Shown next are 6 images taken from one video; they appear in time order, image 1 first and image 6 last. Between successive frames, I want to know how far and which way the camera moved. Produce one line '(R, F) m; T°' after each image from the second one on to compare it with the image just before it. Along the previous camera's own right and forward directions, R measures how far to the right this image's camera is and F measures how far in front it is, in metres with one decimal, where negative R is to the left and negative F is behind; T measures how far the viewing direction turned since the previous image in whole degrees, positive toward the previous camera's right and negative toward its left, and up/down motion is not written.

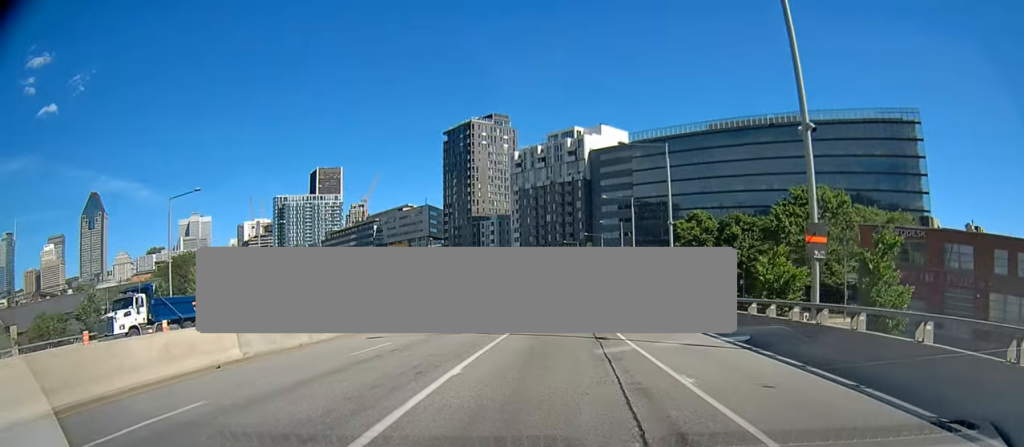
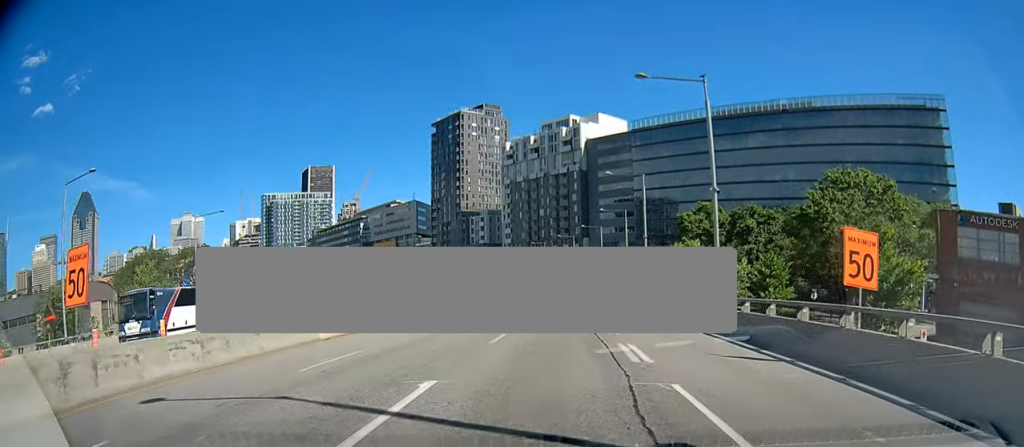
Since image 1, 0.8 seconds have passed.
(+0.1, +11.3) m; 0°
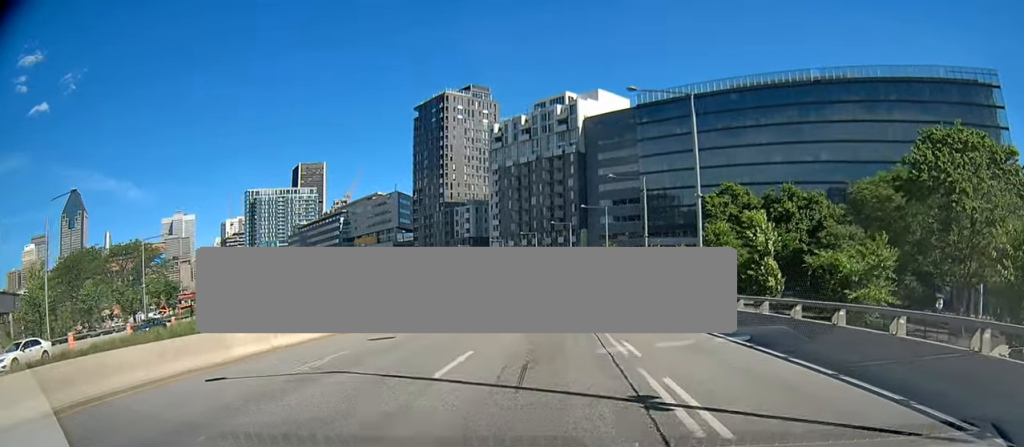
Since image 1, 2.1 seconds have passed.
(-0.1, +19.0) m; 0°
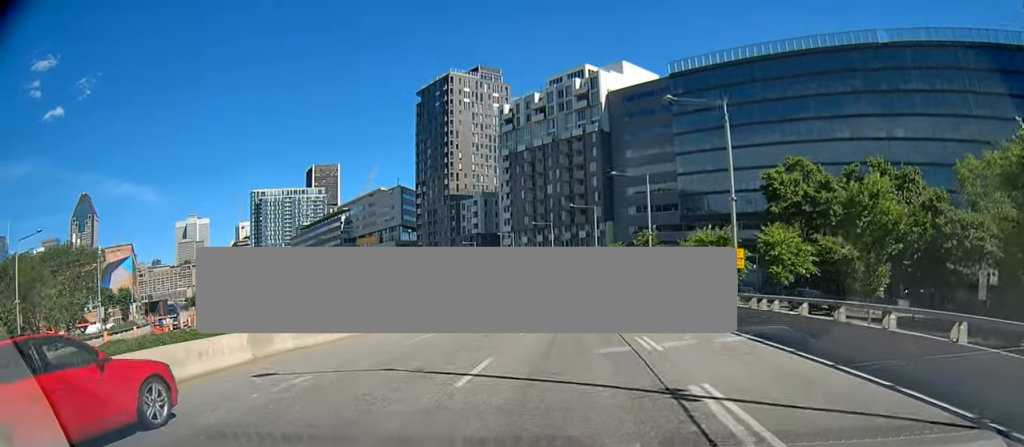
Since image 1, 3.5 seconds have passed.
(0.0, +20.9) m; -2°
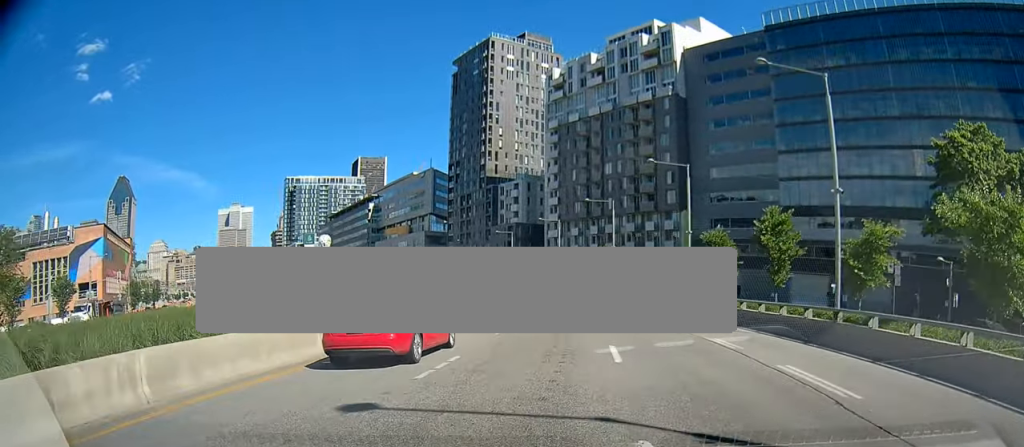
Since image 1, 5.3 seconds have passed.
(-0.9, +25.2) m; -4°
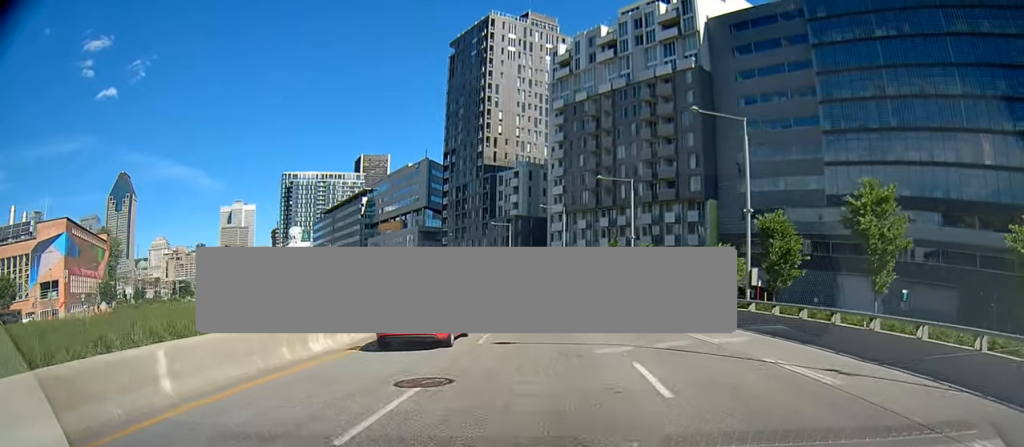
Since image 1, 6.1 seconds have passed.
(-0.2, +11.9) m; -2°
